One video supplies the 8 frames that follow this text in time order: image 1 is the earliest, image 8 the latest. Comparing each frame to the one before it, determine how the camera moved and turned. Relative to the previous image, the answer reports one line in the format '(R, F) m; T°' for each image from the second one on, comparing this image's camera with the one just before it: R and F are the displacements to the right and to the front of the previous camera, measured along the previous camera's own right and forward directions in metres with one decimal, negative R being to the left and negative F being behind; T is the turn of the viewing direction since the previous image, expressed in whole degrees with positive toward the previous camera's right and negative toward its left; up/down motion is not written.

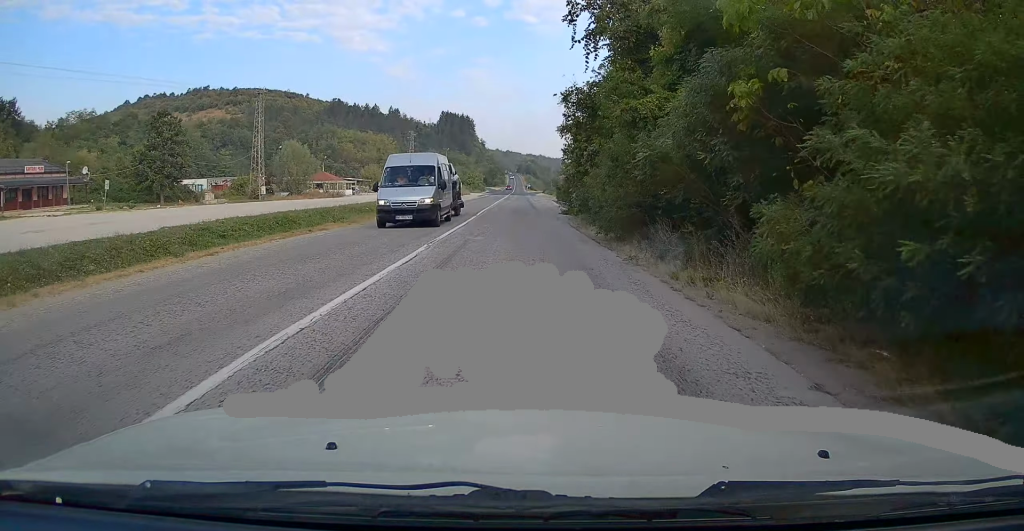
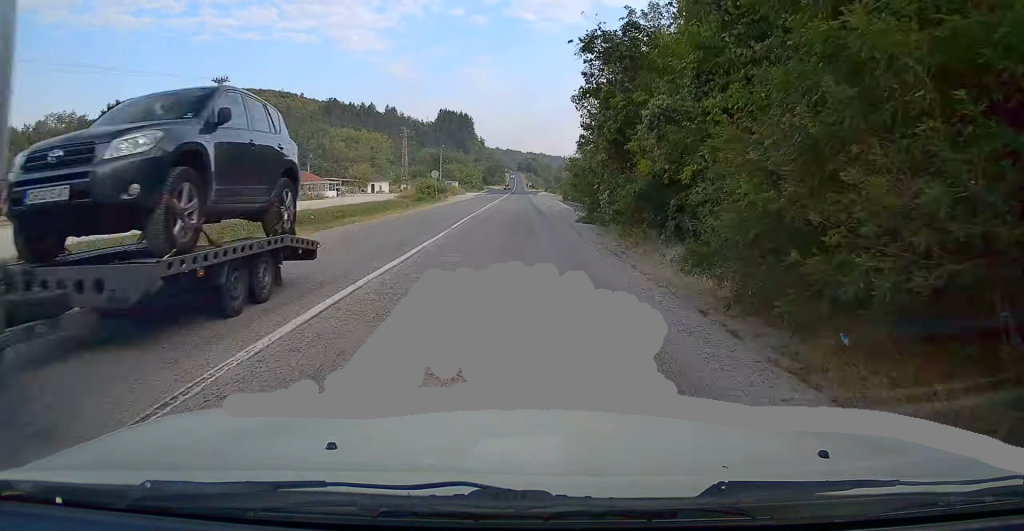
(+0.1, +10.9) m; 0°
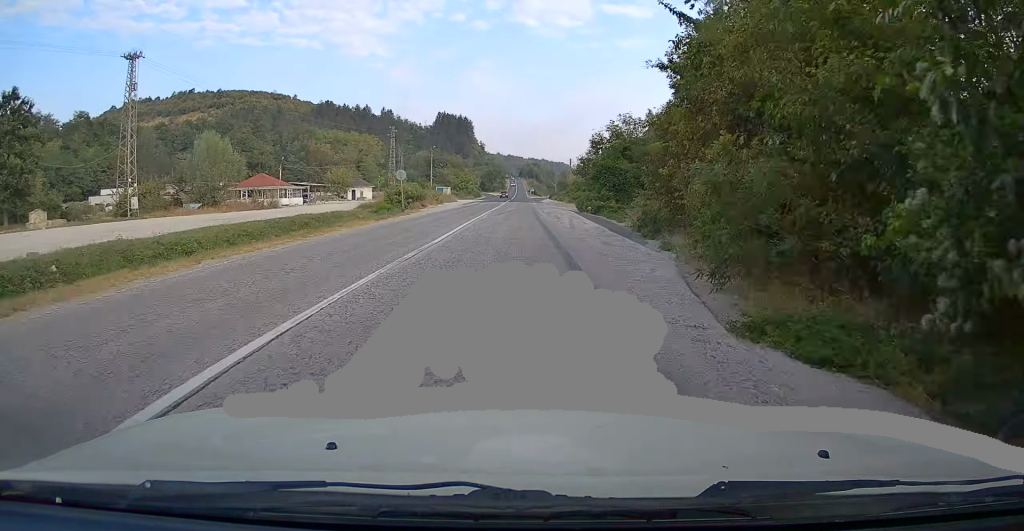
(-0.4, +17.8) m; -1°
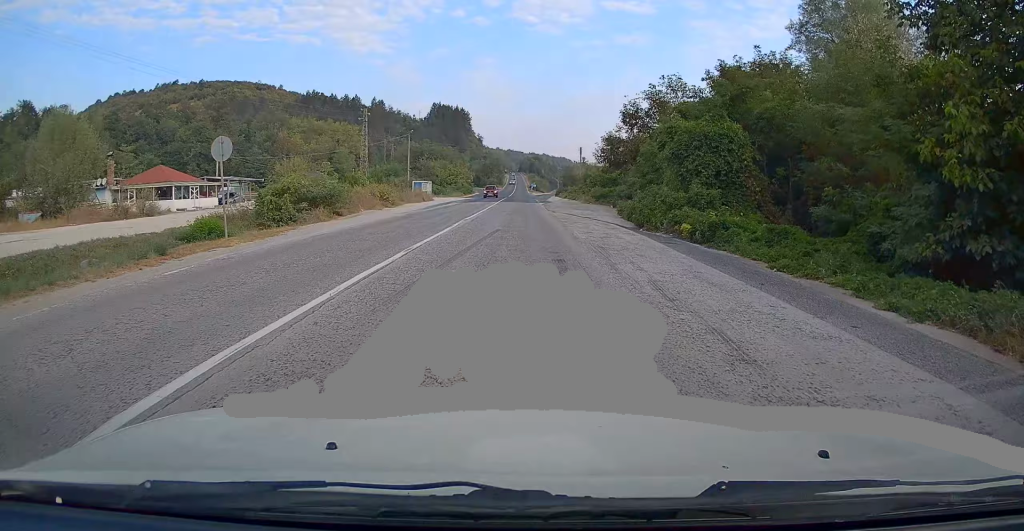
(+0.5, +26.6) m; +2°
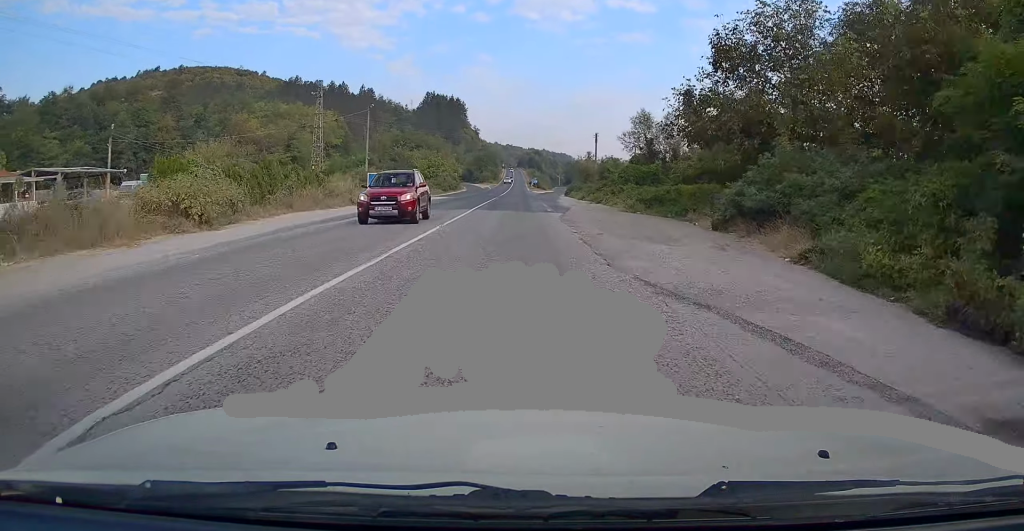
(0.0, +28.4) m; 0°
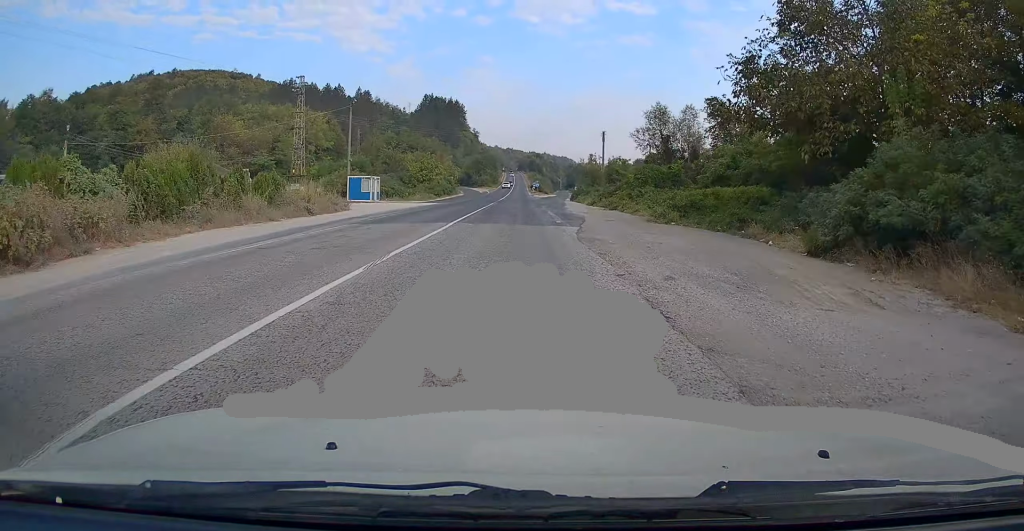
(0.0, +8.6) m; 0°
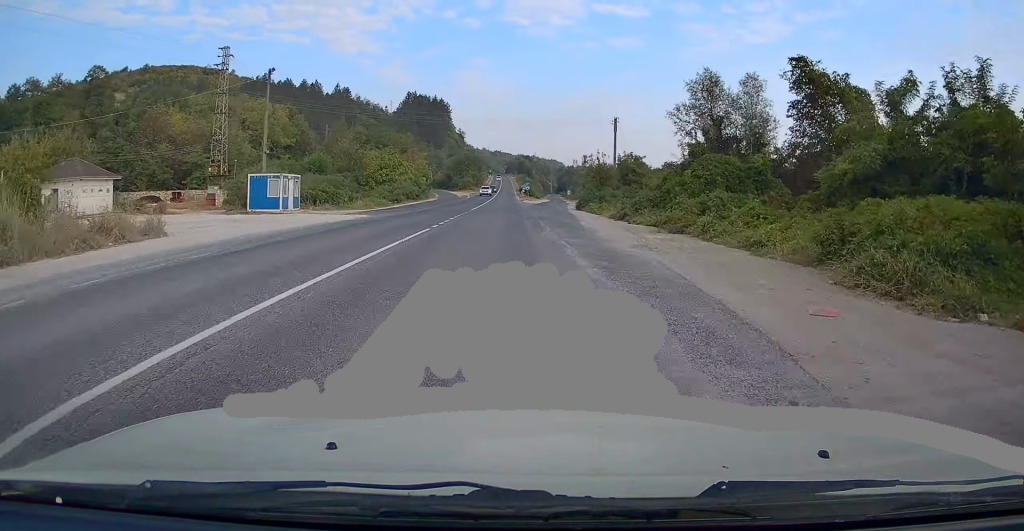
(-0.1, +21.6) m; +1°
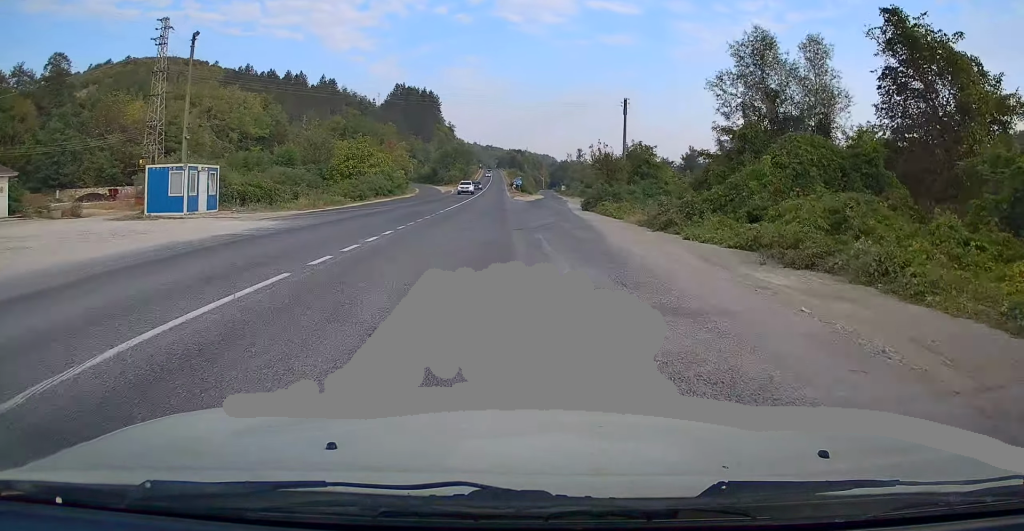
(+0.2, +11.8) m; +1°
